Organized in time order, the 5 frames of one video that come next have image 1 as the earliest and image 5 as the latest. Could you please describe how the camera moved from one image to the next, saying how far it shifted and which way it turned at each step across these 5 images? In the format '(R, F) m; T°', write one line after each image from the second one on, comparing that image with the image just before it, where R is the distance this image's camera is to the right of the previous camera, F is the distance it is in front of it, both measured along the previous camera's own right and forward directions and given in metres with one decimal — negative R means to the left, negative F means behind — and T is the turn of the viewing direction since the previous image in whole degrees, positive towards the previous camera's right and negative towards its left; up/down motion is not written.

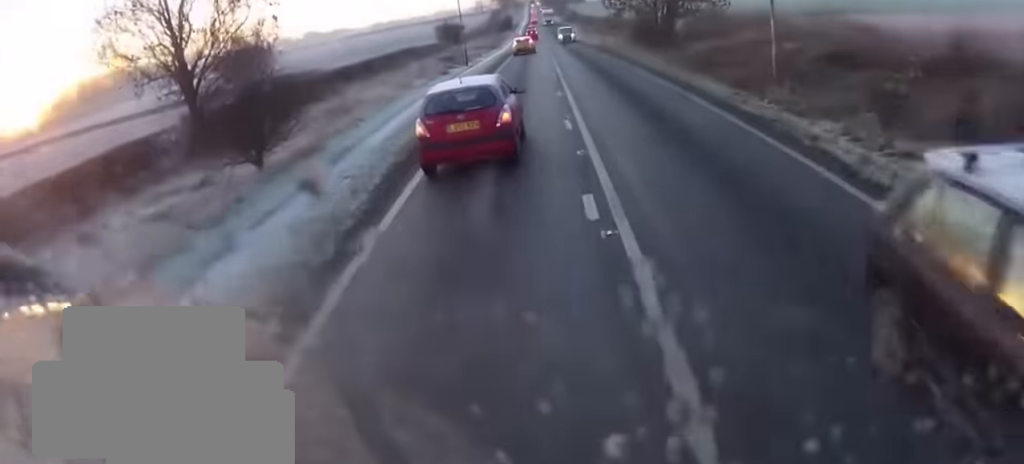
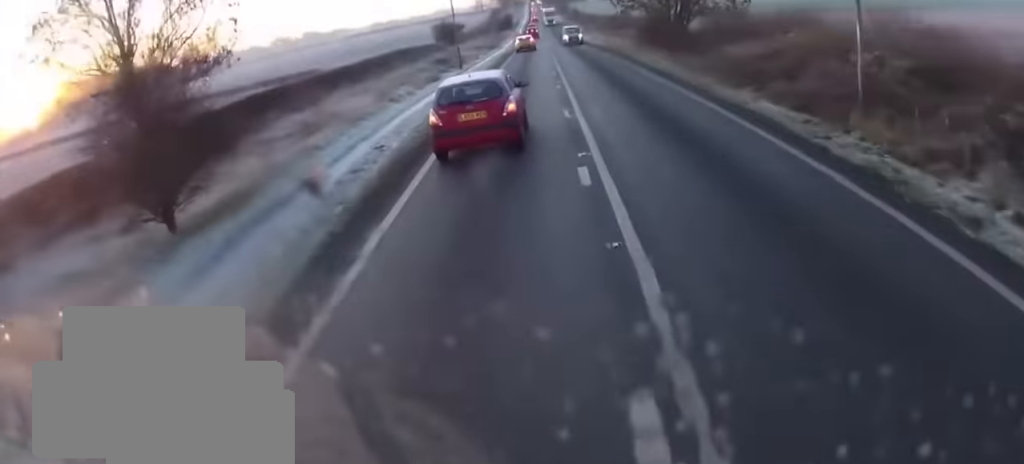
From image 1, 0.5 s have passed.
(0.0, +4.0) m; 0°
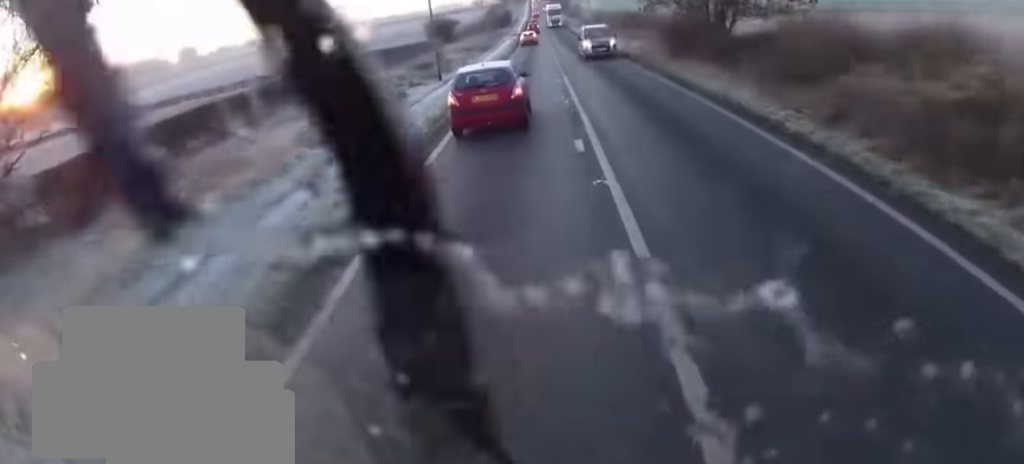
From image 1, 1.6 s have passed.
(0.0, +9.4) m; +2°
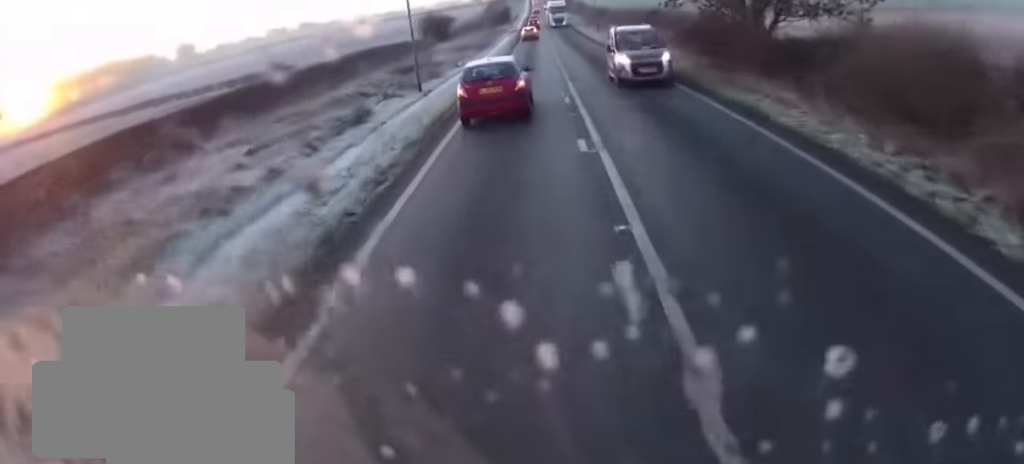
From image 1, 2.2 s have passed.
(+0.2, +5.9) m; +1°
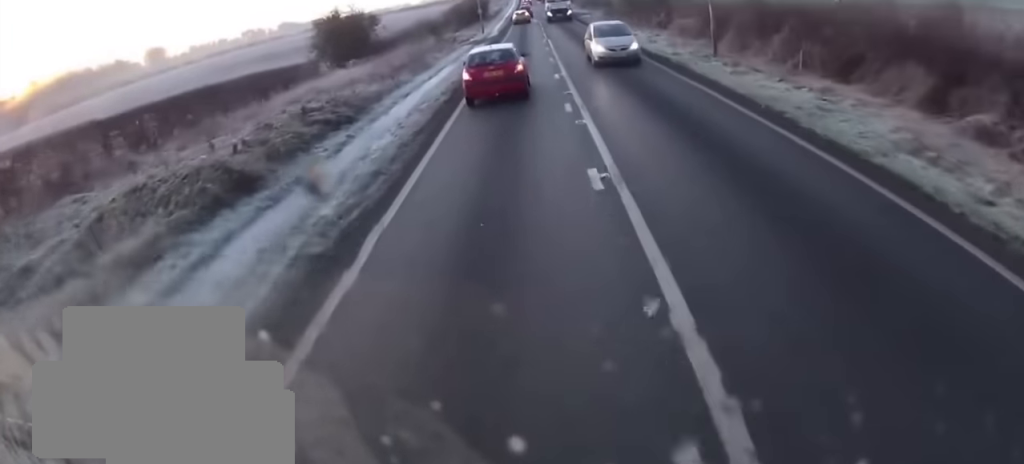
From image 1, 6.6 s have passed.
(-0.5, +48.7) m; -1°
